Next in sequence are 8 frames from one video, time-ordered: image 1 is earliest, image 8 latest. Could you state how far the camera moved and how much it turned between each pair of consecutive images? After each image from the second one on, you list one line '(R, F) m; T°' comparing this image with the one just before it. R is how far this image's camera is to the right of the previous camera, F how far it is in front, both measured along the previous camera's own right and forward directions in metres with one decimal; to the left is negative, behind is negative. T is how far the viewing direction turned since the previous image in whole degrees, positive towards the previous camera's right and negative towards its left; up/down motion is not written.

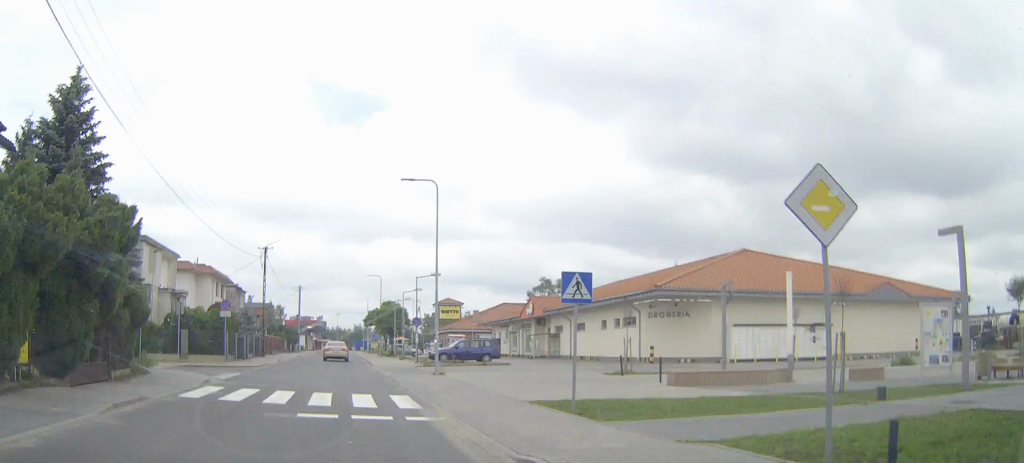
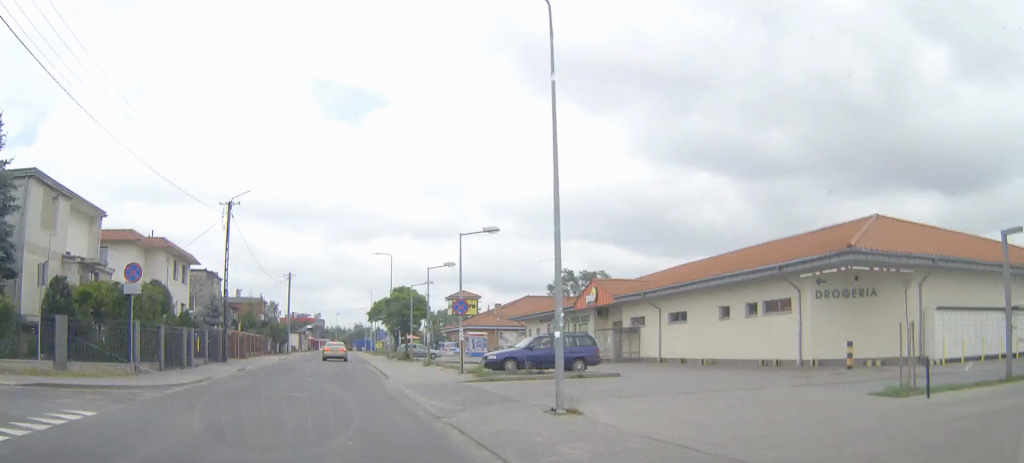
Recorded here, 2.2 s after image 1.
(+0.3, +17.6) m; +1°
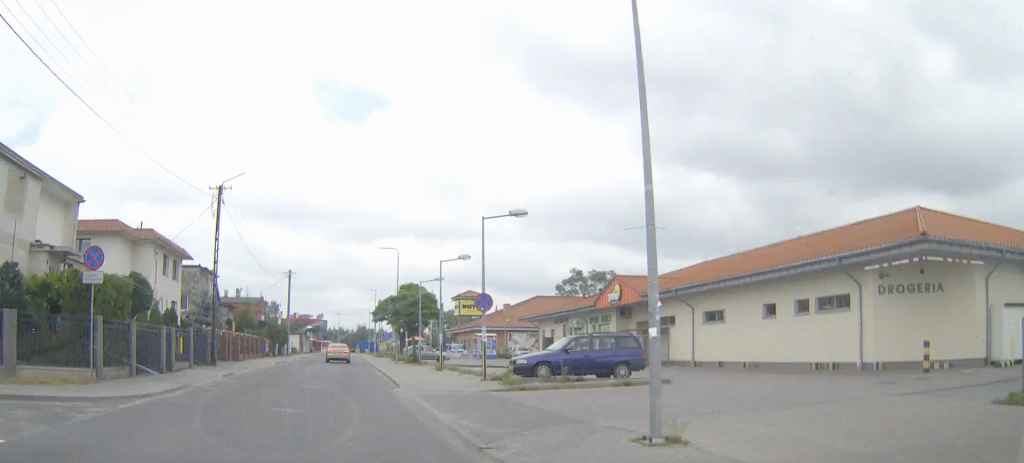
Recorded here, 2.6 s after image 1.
(0.0, +3.8) m; 0°
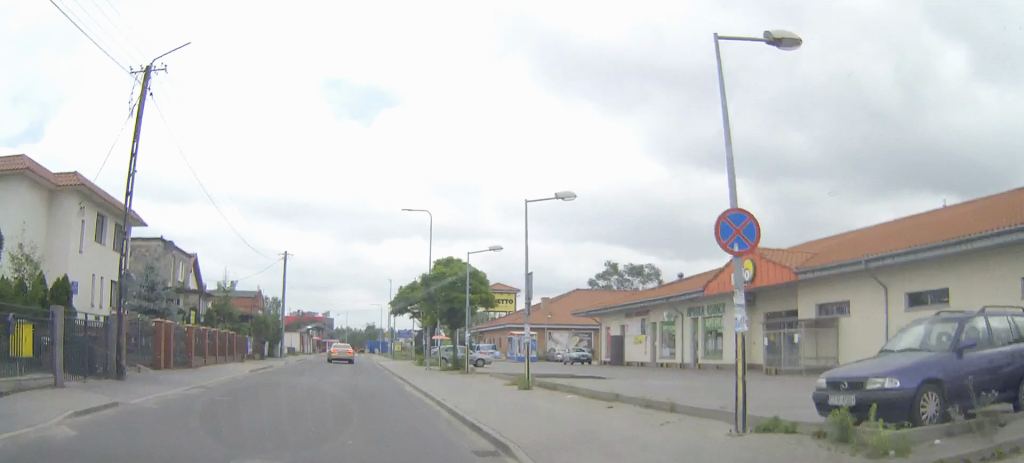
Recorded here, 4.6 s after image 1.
(-0.2, +15.7) m; -1°
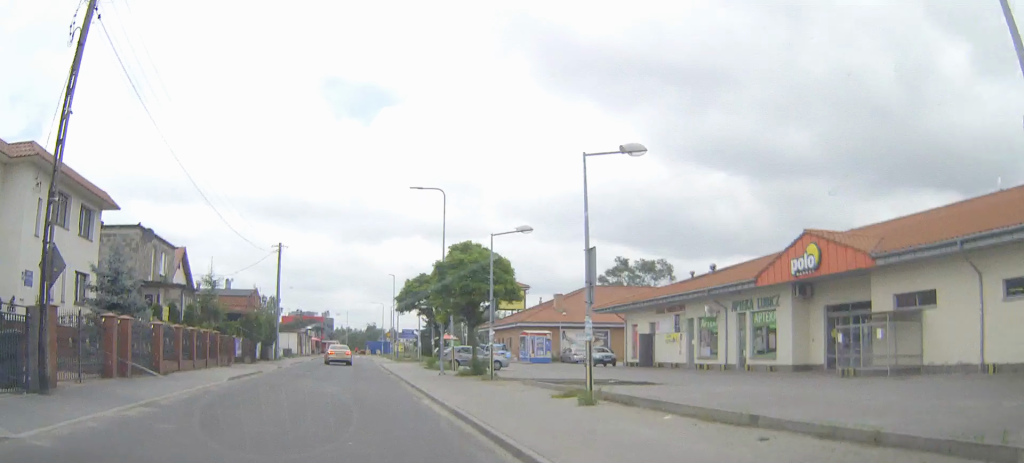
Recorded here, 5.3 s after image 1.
(0.0, +5.0) m; 0°
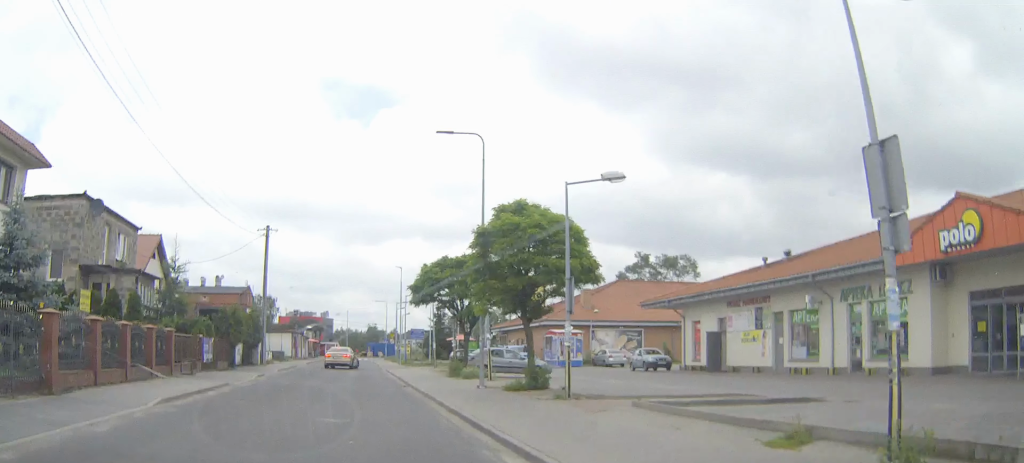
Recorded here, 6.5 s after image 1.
(+0.1, +9.3) m; +1°
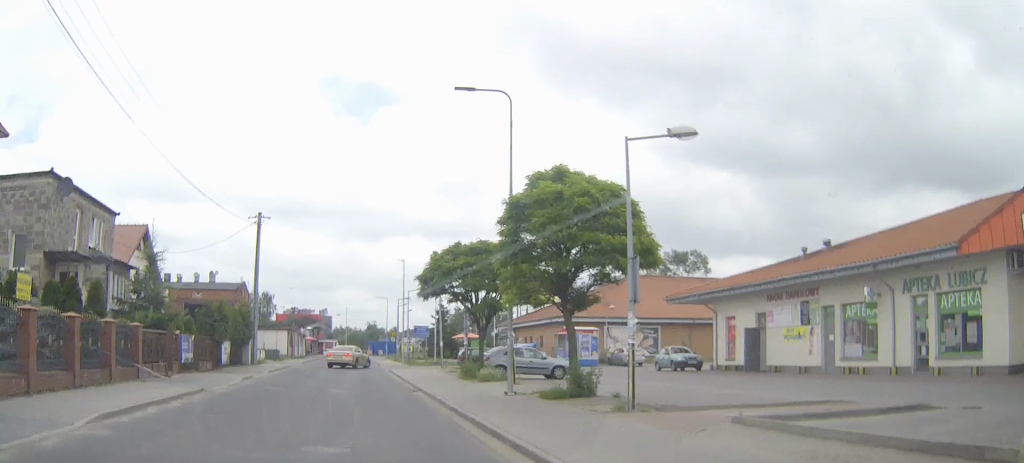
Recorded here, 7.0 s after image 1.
(+0.1, +4.3) m; 0°
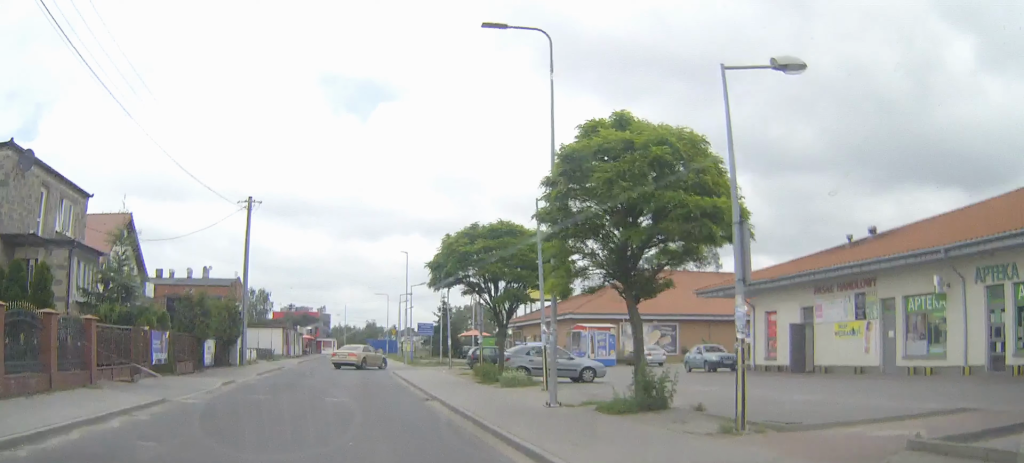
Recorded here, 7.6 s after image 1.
(0.0, +3.9) m; 0°
